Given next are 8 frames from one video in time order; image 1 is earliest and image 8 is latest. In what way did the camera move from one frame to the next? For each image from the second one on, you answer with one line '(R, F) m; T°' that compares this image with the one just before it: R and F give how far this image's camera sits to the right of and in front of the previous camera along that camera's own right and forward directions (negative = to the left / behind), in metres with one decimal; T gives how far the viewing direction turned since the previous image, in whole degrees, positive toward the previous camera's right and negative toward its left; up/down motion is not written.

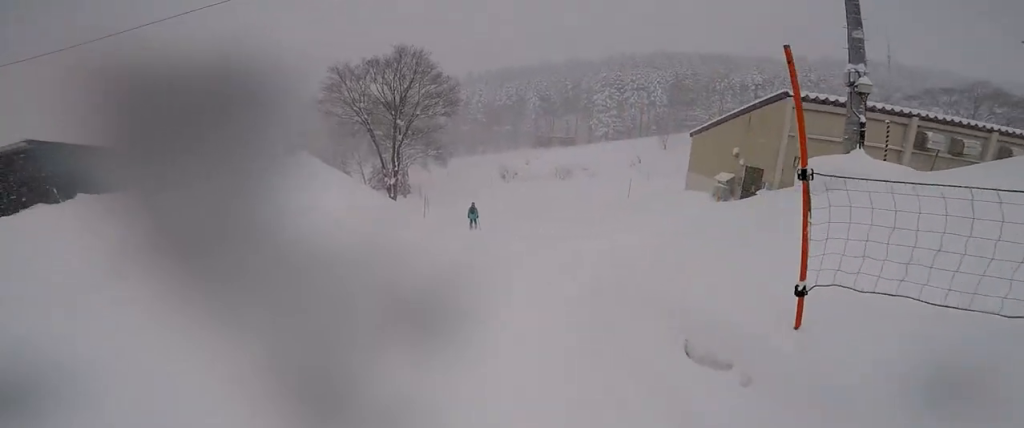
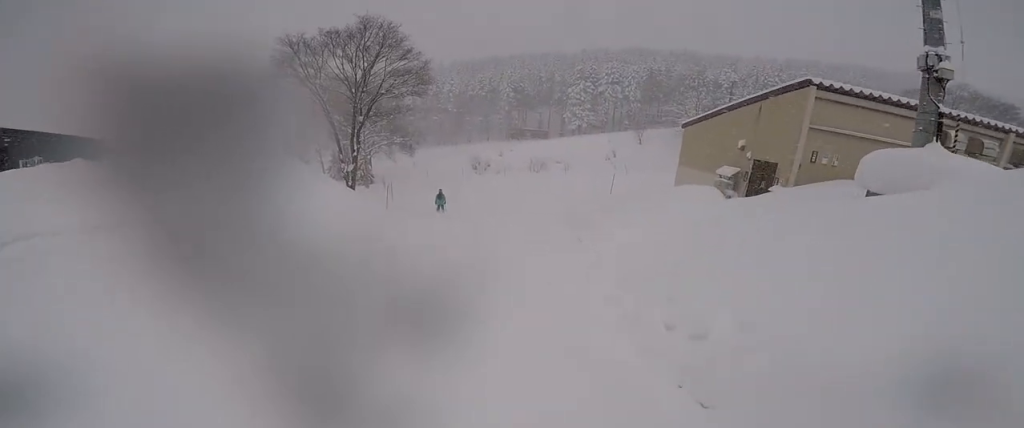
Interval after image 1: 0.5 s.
(+0.2, +3.1) m; +2°
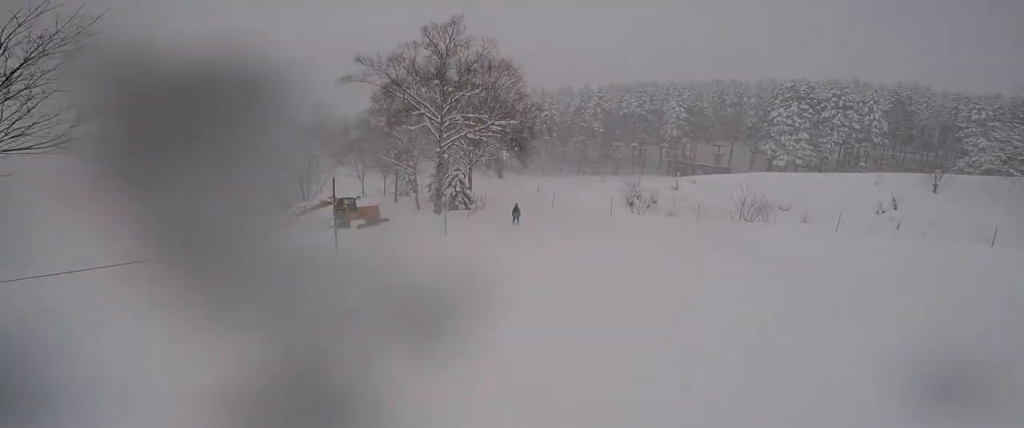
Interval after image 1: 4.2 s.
(+1.9, +26.6) m; 0°
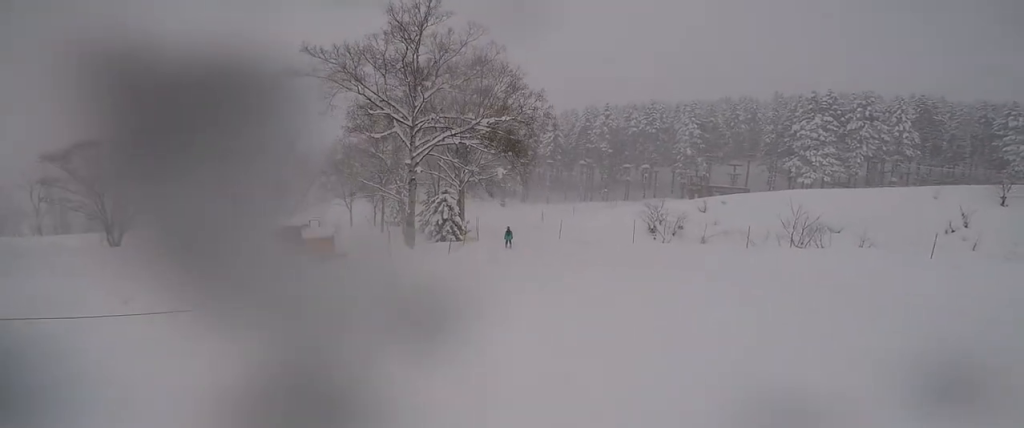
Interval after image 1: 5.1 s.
(-0.9, +7.0) m; -1°
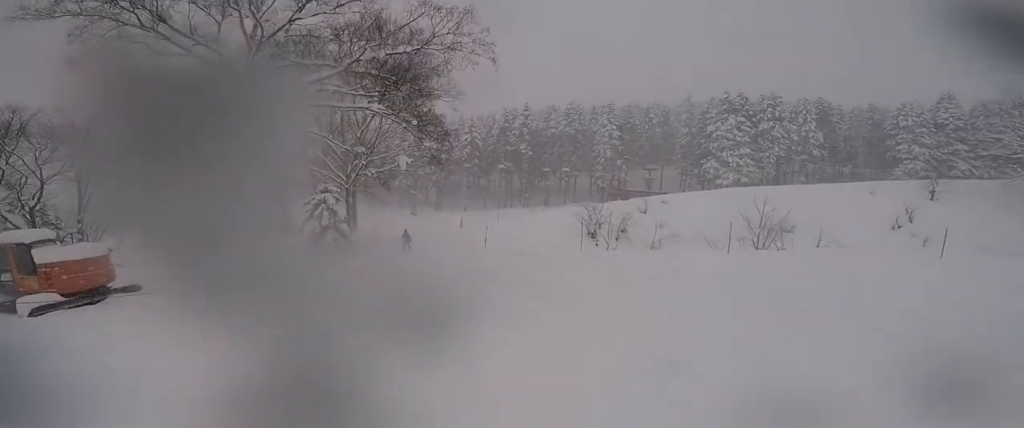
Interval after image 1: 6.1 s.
(+0.7, +7.3) m; 0°
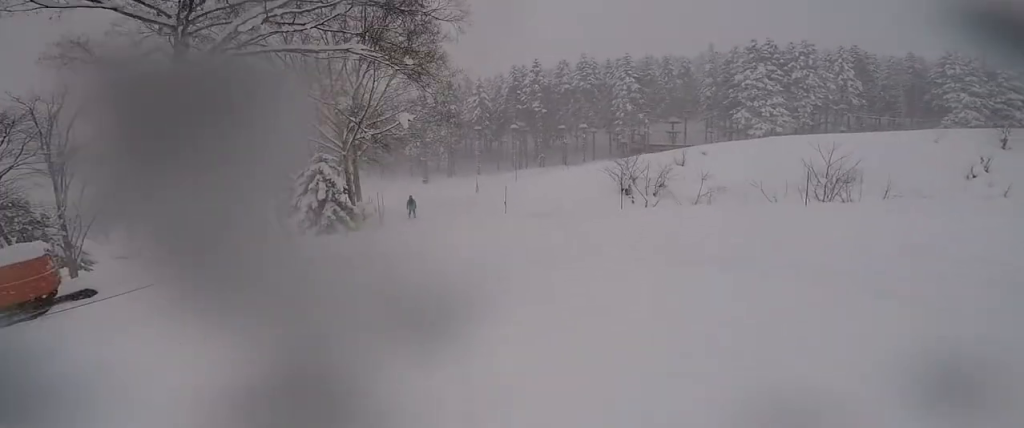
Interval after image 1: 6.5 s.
(0.0, +3.0) m; -2°
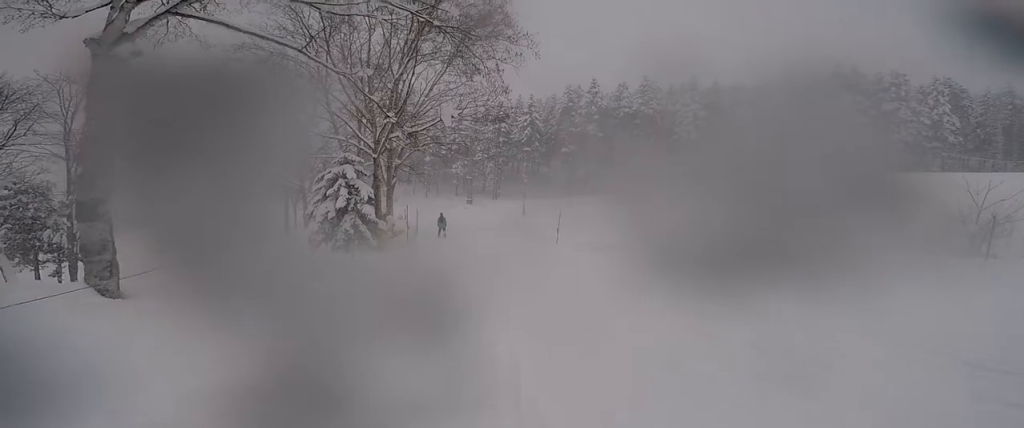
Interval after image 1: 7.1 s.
(-0.5, +4.2) m; -5°
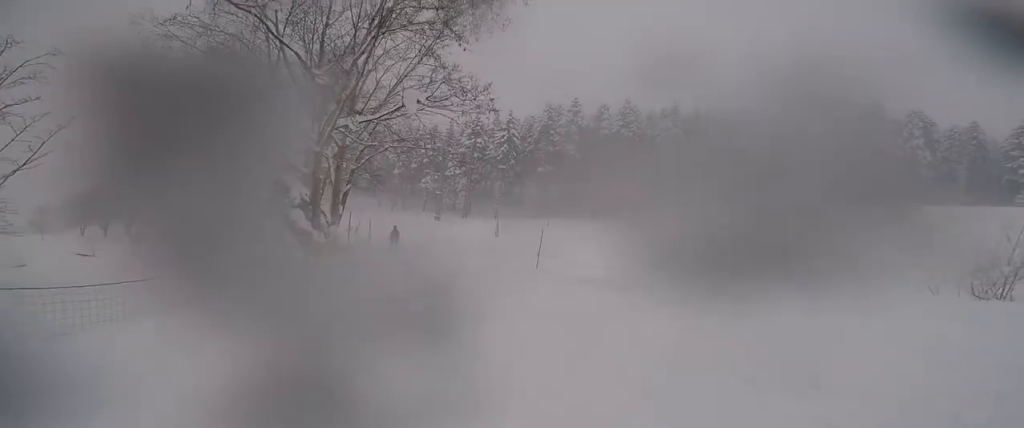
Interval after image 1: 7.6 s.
(-0.1, +3.5) m; -2°
